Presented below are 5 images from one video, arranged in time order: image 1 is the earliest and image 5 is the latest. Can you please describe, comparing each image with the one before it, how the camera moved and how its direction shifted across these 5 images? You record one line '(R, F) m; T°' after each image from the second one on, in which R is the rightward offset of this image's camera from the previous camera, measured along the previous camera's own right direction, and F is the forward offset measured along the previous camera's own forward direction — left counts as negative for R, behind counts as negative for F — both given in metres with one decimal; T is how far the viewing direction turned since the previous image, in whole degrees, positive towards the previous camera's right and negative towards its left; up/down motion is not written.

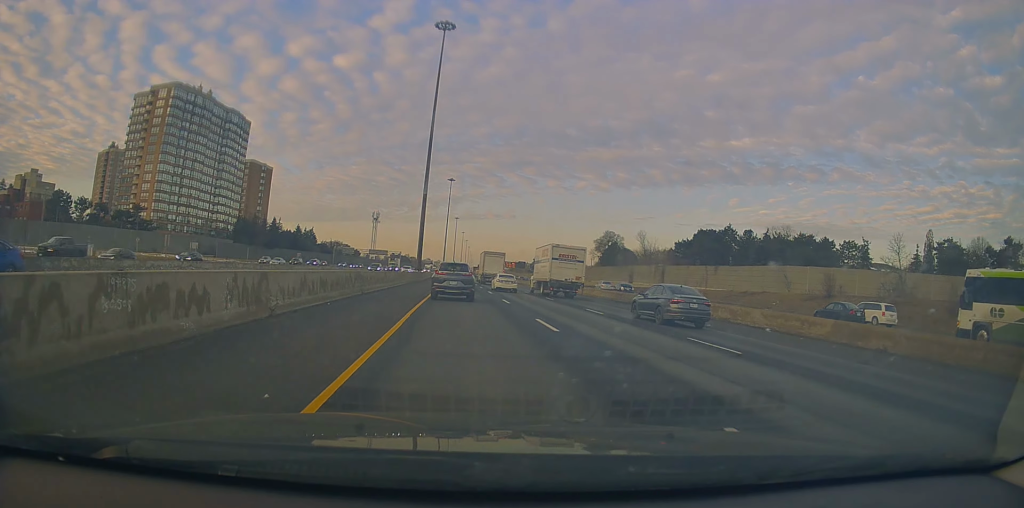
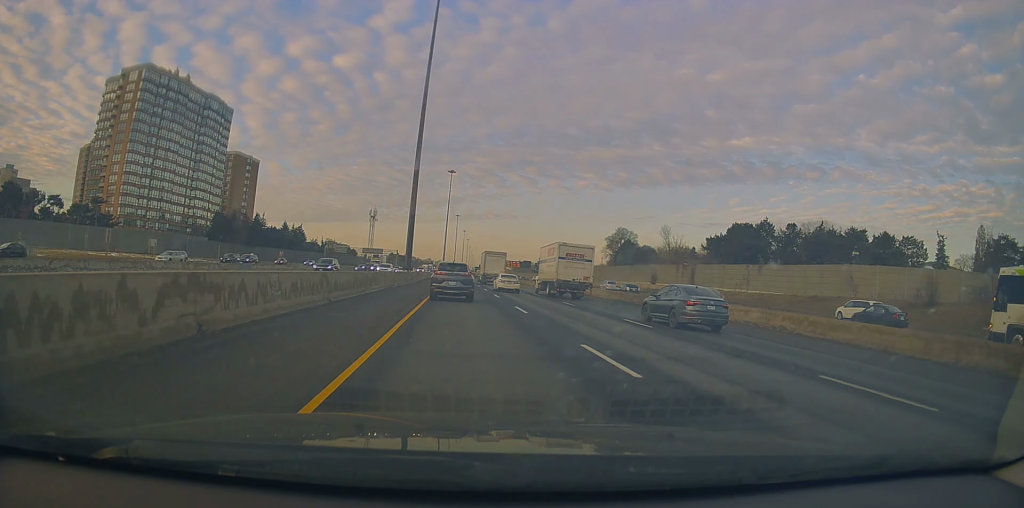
(-0.4, +18.1) m; +1°
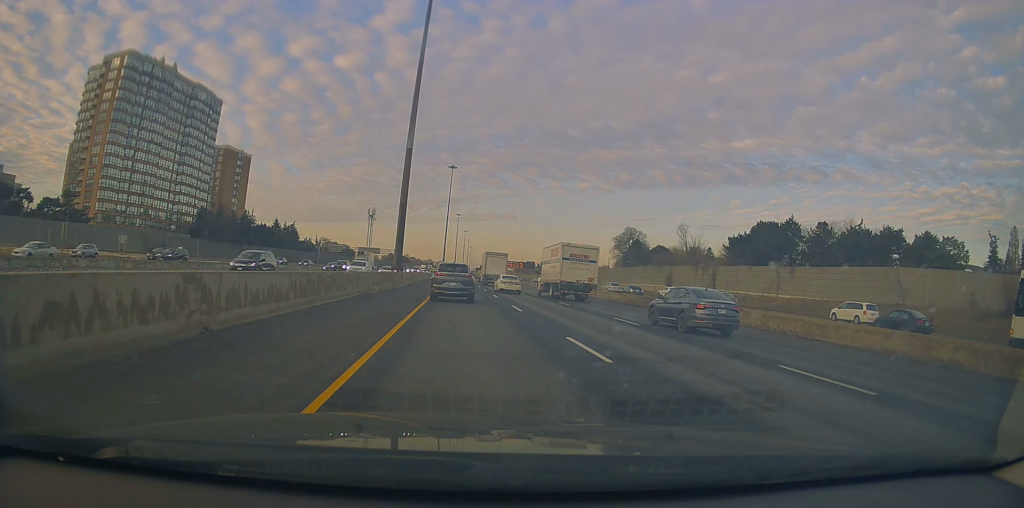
(+0.5, +10.3) m; 0°
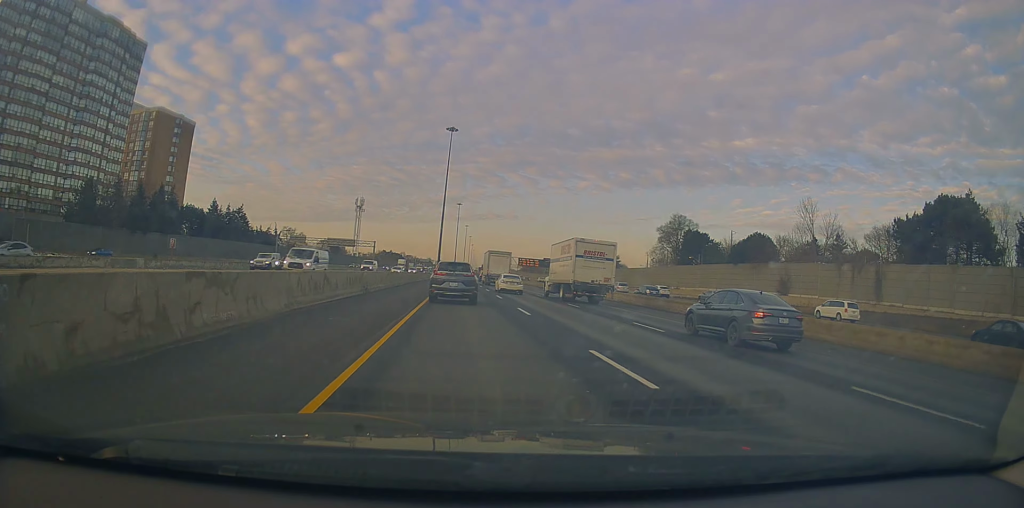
(-0.1, +49.5) m; -1°
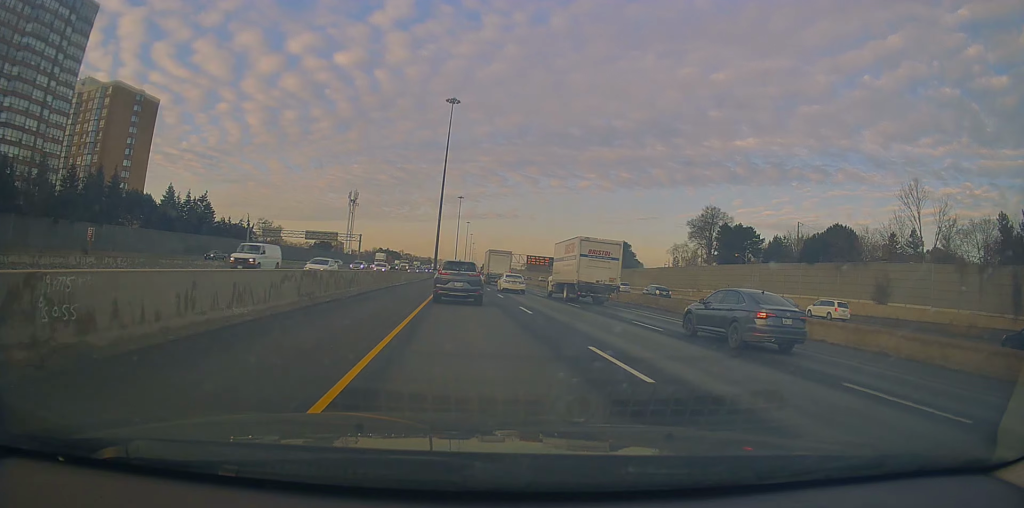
(-0.1, +23.6) m; 0°
